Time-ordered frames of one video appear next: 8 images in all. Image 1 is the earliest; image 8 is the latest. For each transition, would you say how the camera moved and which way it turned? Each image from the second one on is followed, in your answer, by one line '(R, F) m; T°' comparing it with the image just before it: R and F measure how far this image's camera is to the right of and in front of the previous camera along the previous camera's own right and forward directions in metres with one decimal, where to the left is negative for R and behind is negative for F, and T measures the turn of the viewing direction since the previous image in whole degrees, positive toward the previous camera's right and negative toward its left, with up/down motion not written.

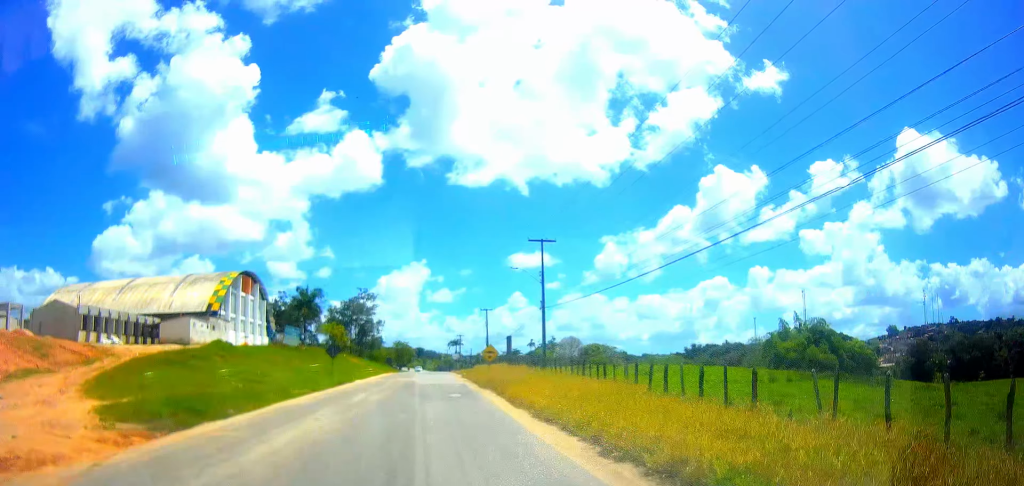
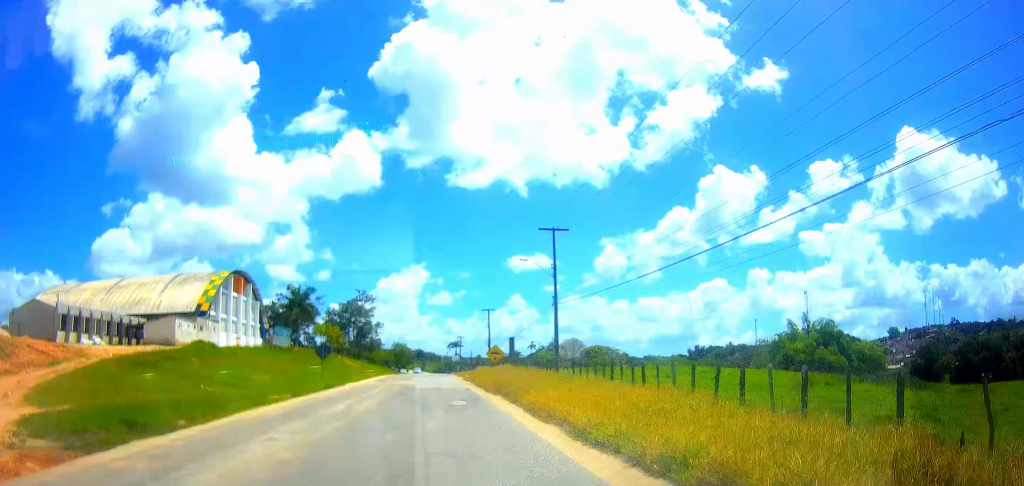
(+0.1, +4.1) m; 0°
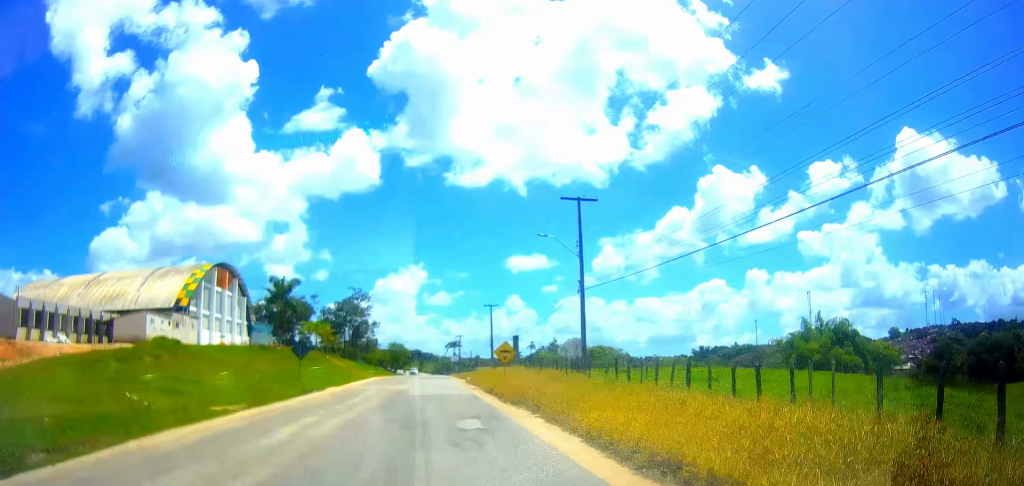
(+0.2, +6.6) m; -1°
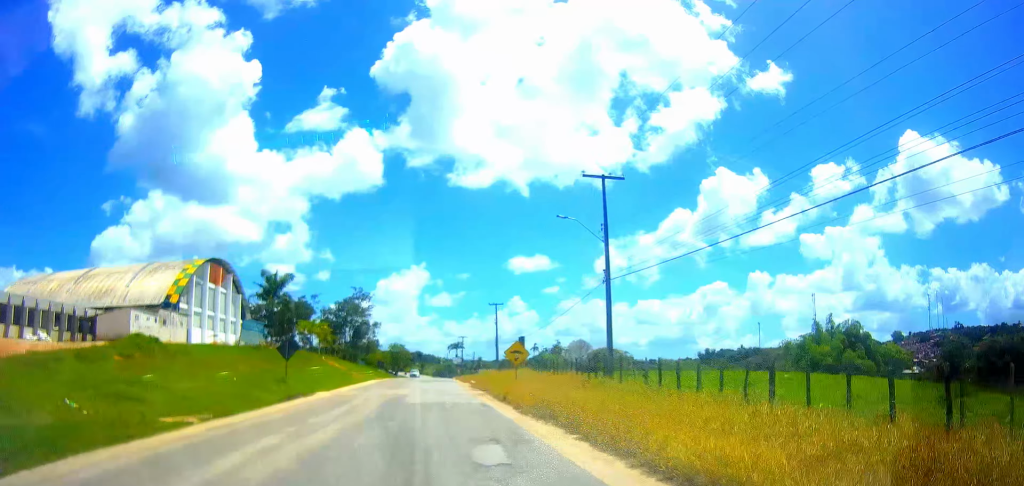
(-0.3, +3.8) m; 0°
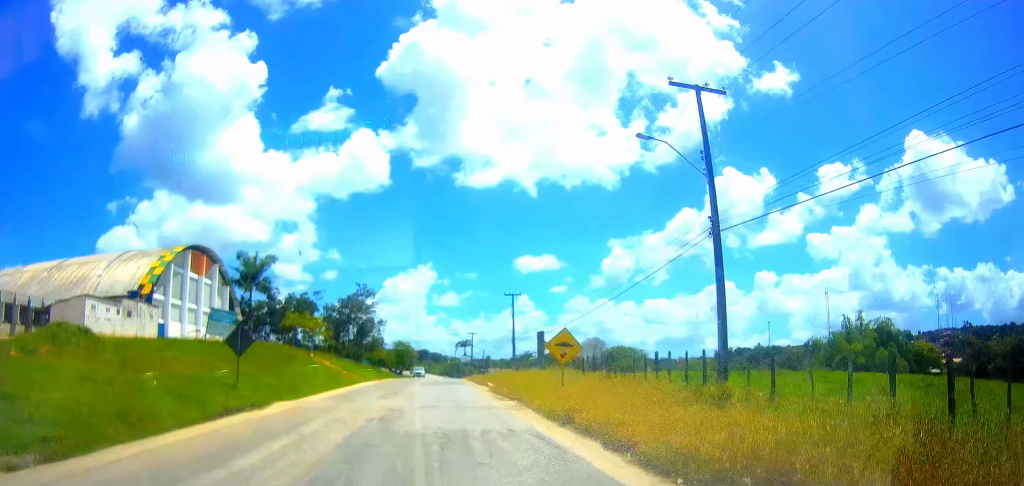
(+0.4, +9.3) m; +2°
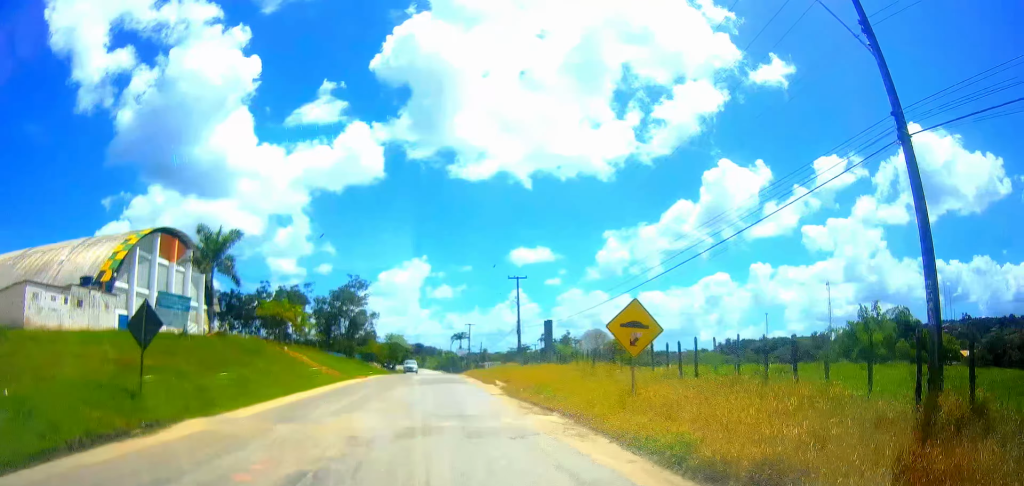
(-0.4, +8.4) m; 0°
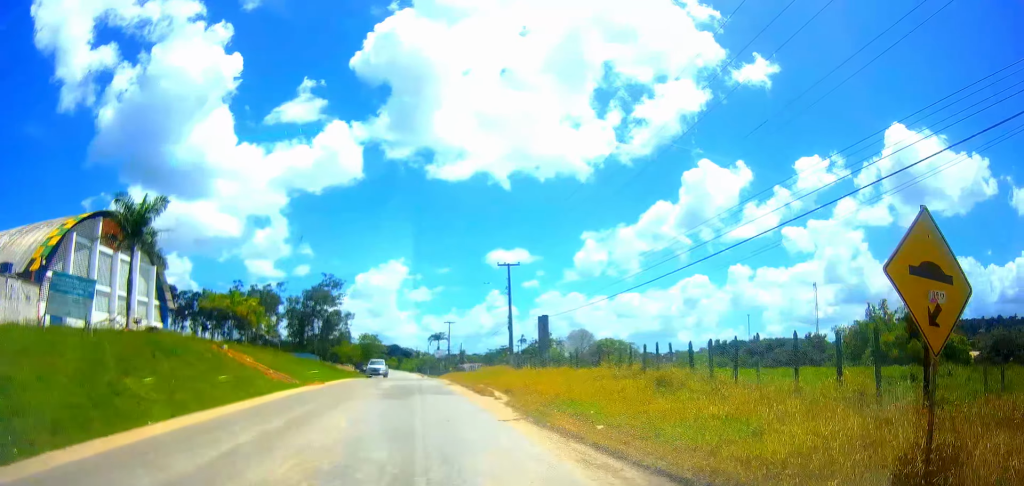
(+0.2, +12.1) m; -1°
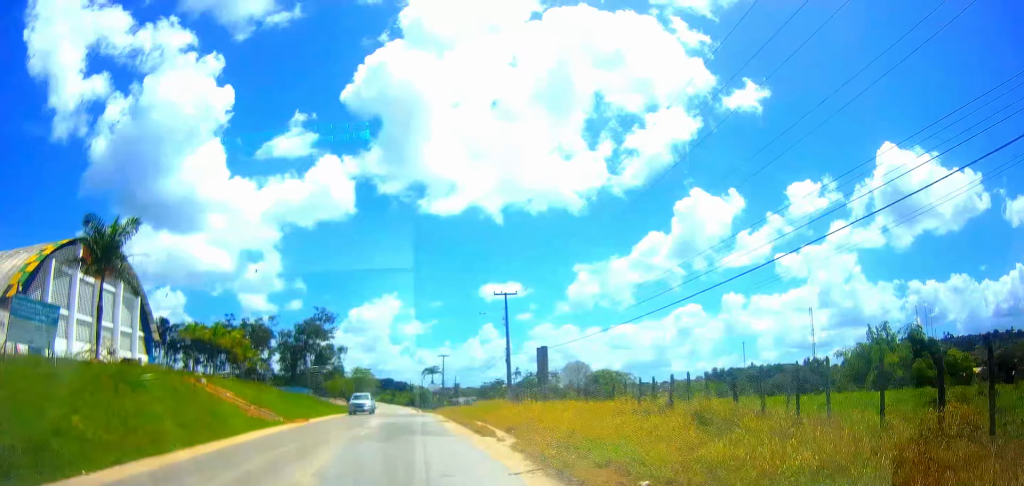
(-0.1, +5.9) m; +1°
